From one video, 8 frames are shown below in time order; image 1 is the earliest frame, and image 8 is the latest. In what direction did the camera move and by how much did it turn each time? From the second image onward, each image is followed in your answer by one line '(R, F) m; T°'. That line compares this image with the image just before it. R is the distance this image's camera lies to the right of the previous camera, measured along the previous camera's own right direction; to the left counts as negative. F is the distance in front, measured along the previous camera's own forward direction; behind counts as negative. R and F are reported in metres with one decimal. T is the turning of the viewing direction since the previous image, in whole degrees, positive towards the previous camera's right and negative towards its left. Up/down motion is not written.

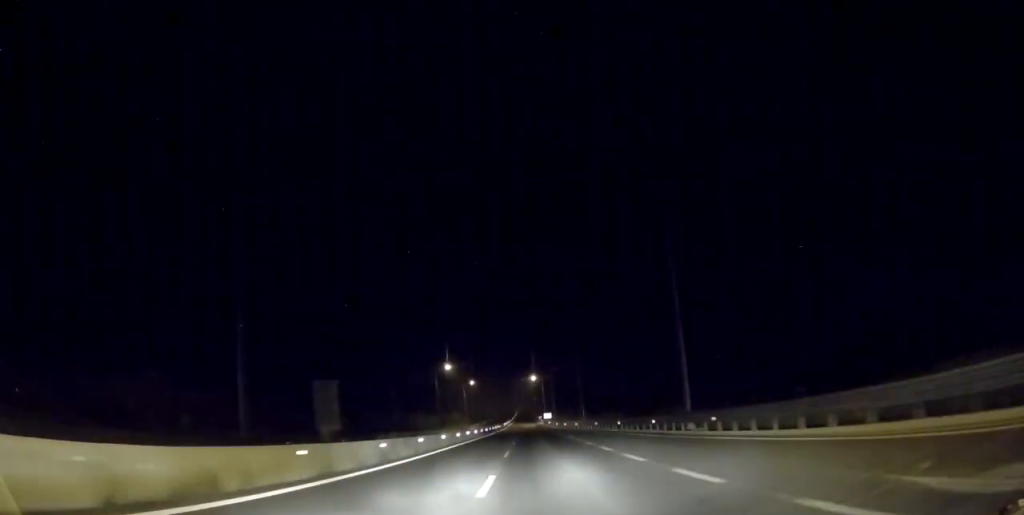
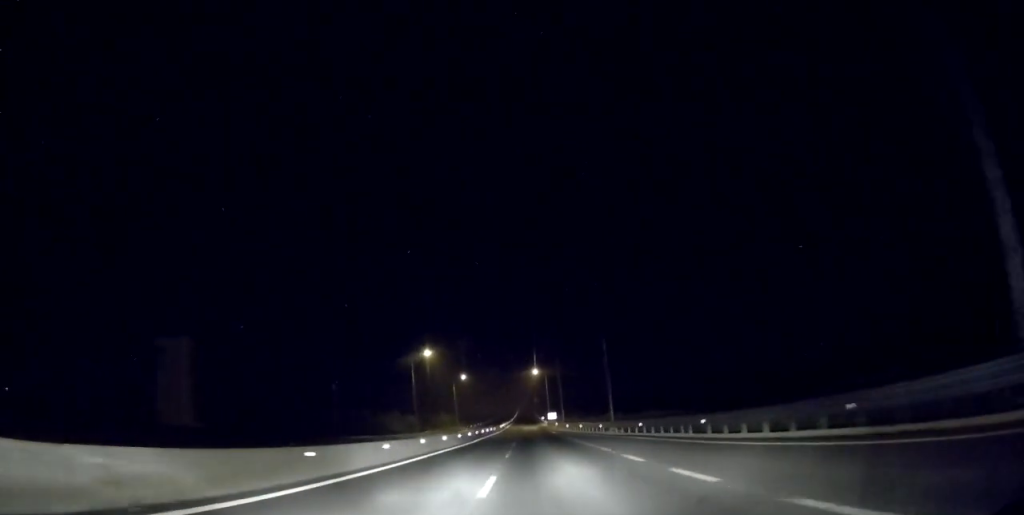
(-0.4, +23.4) m; +1°
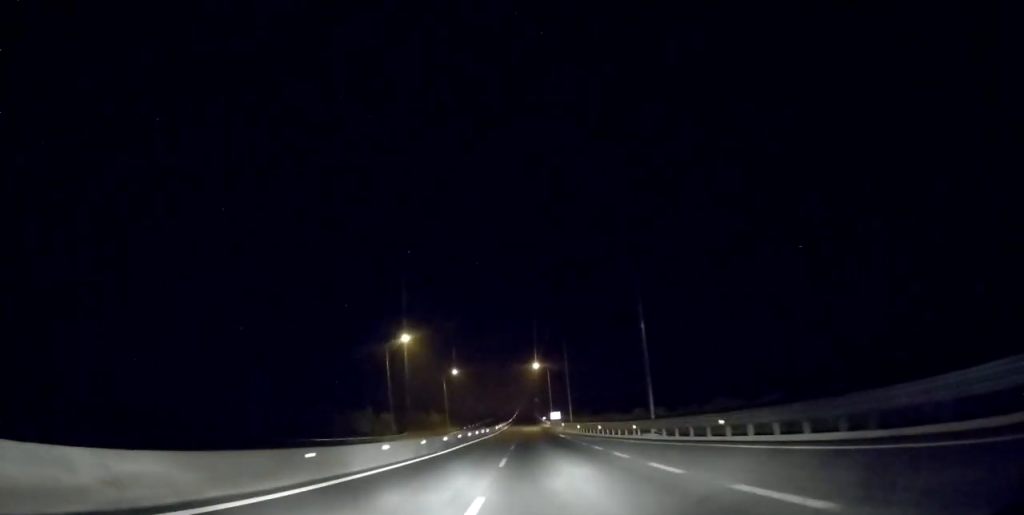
(+0.5, +15.8) m; +1°
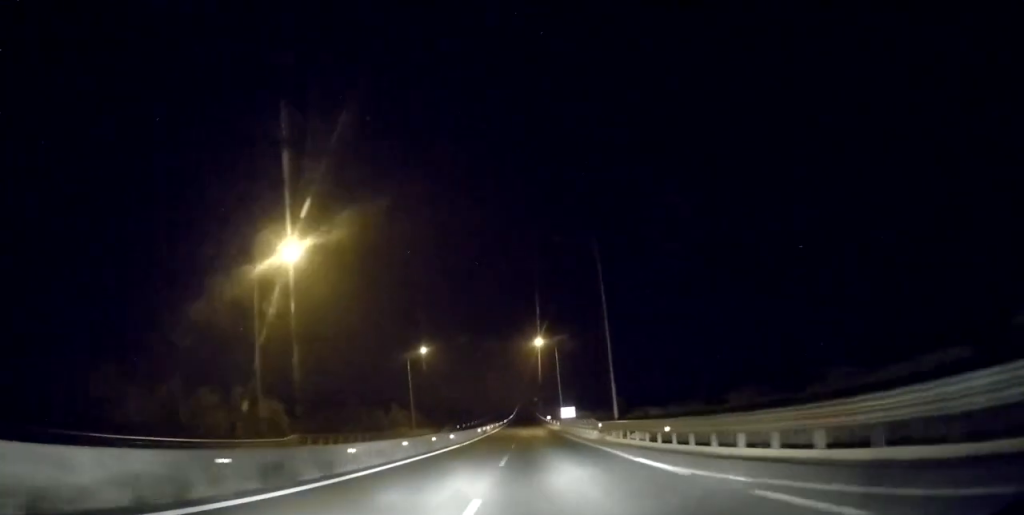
(+0.1, +36.3) m; 0°
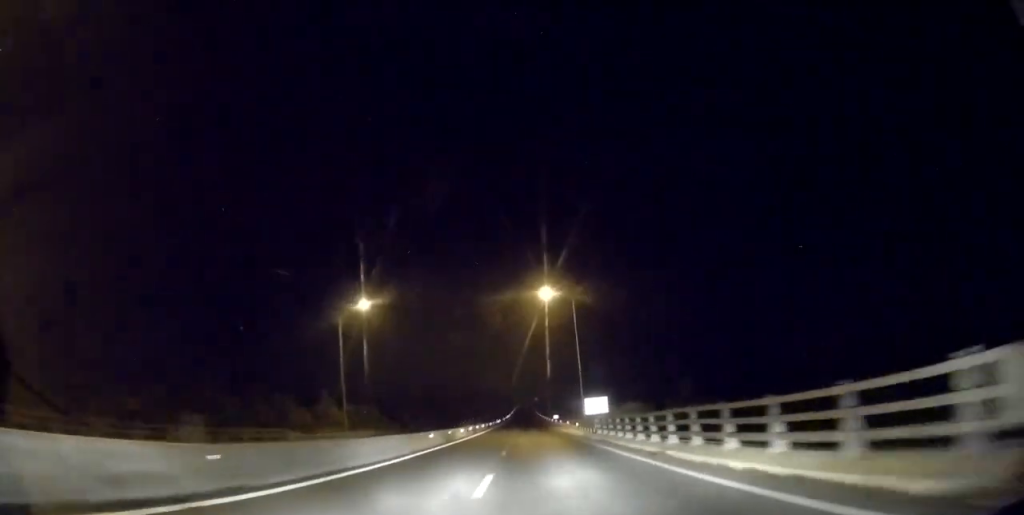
(0.0, +32.6) m; 0°
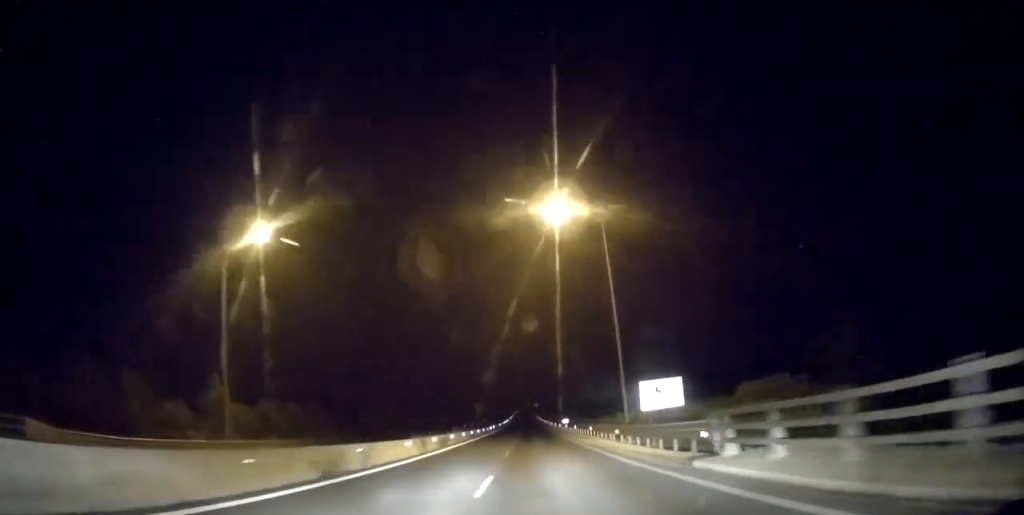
(-0.1, +22.5) m; 0°
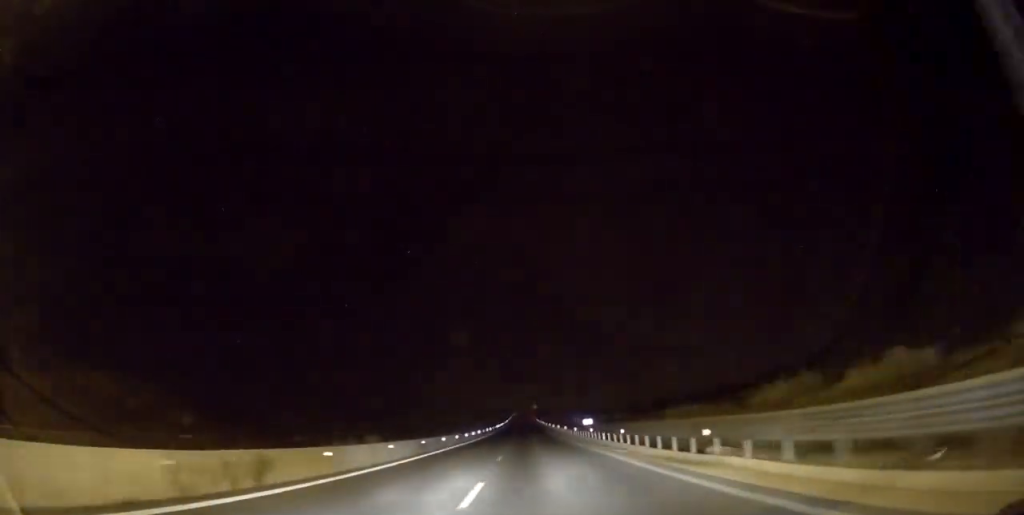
(-0.2, +26.6) m; 0°
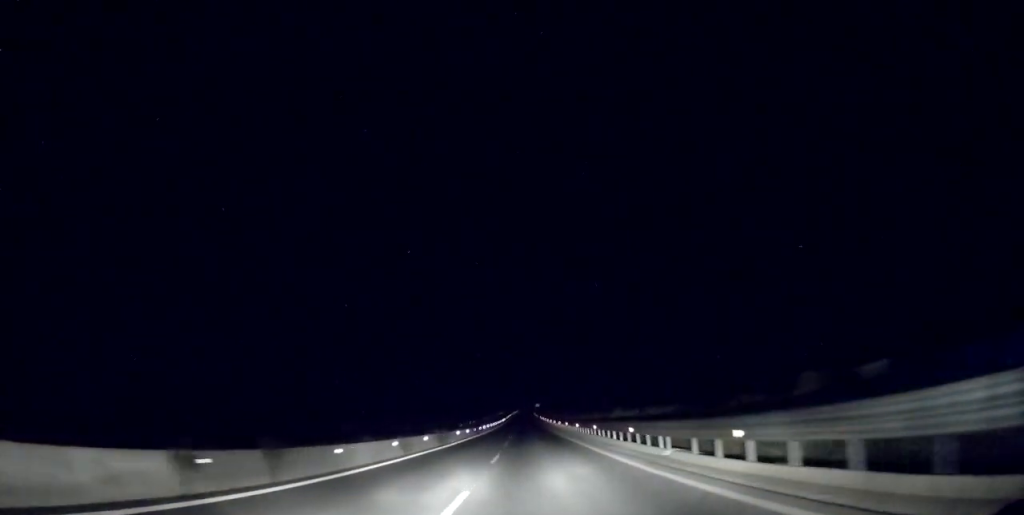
(0.0, +38.5) m; +1°
